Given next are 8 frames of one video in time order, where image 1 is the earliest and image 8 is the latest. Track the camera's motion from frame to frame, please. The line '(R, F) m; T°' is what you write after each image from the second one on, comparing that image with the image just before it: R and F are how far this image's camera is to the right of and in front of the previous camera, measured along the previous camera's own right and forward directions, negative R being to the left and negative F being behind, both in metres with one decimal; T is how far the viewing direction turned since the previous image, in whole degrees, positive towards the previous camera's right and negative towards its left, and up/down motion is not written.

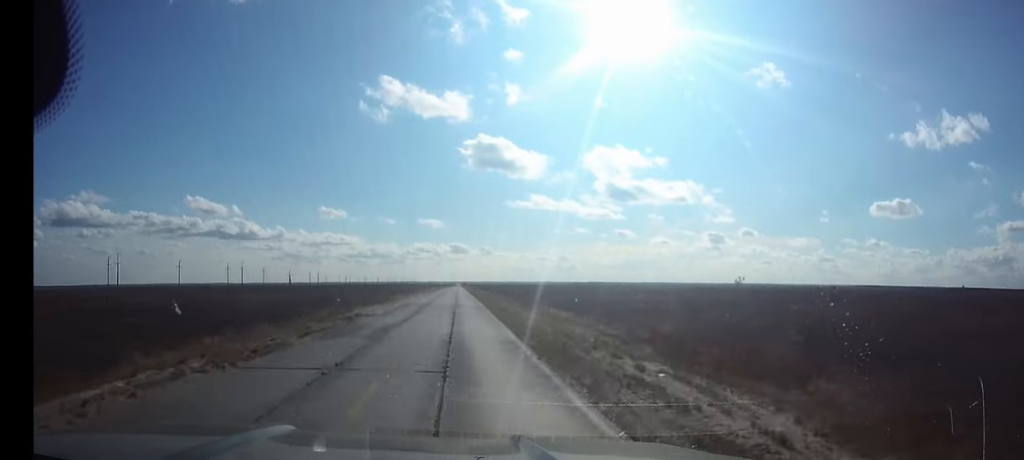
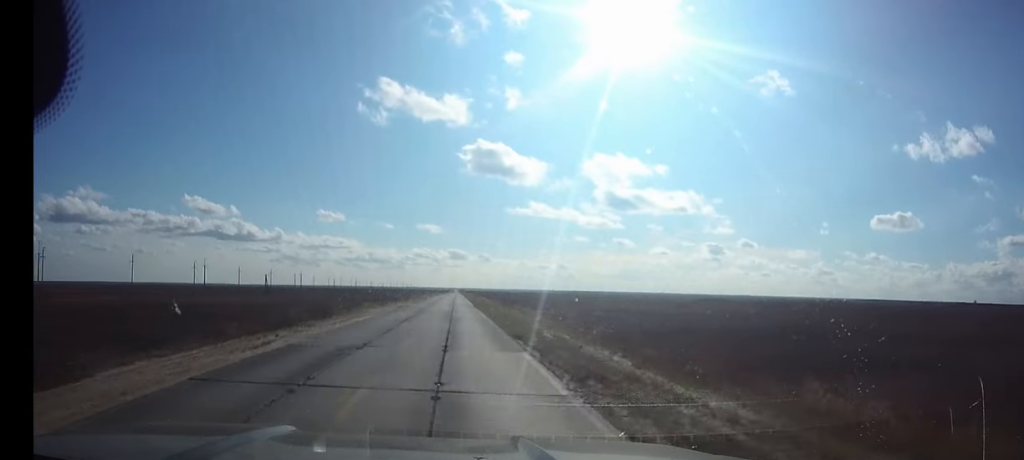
(0.0, +31.2) m; 0°
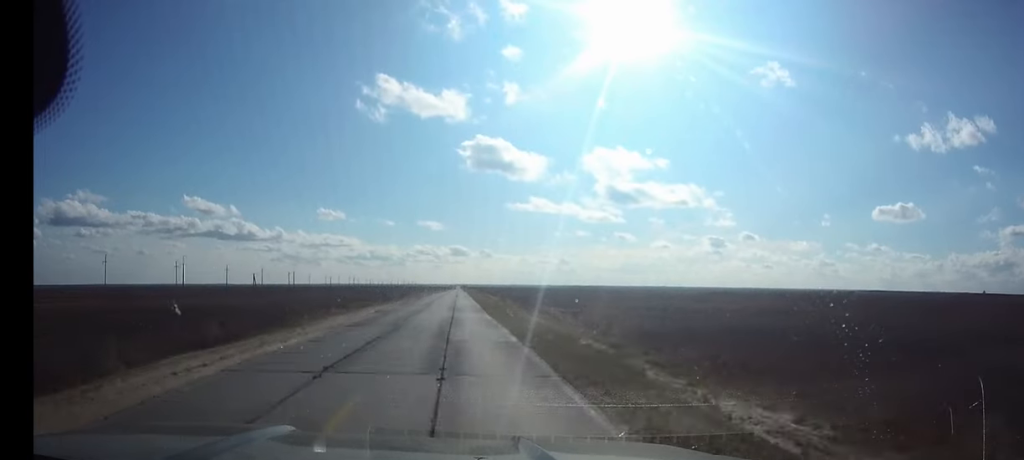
(0.0, +16.4) m; 0°
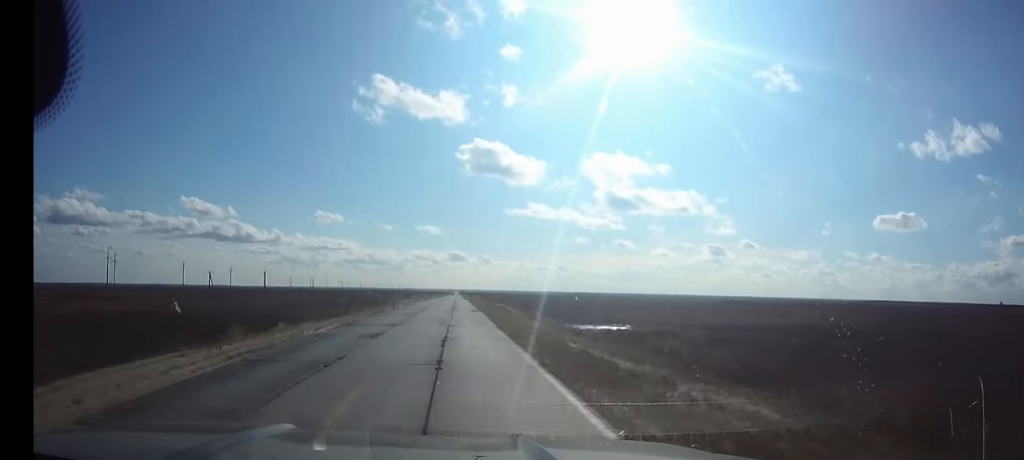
(0.0, +39.1) m; 0°
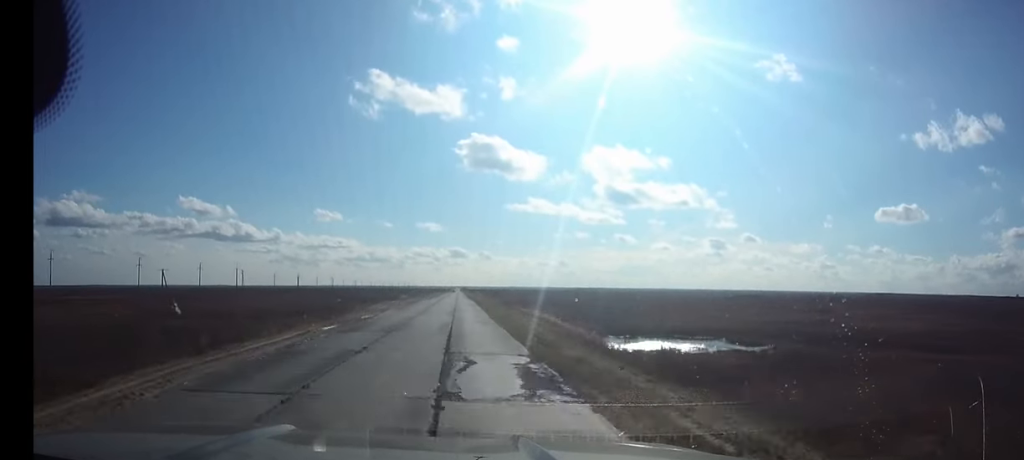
(0.0, +32.5) m; 0°
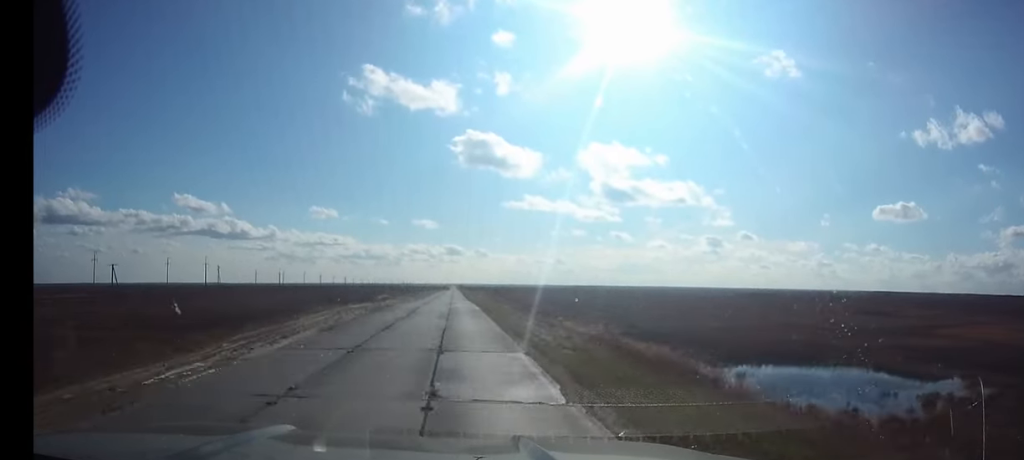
(0.0, +24.9) m; 0°
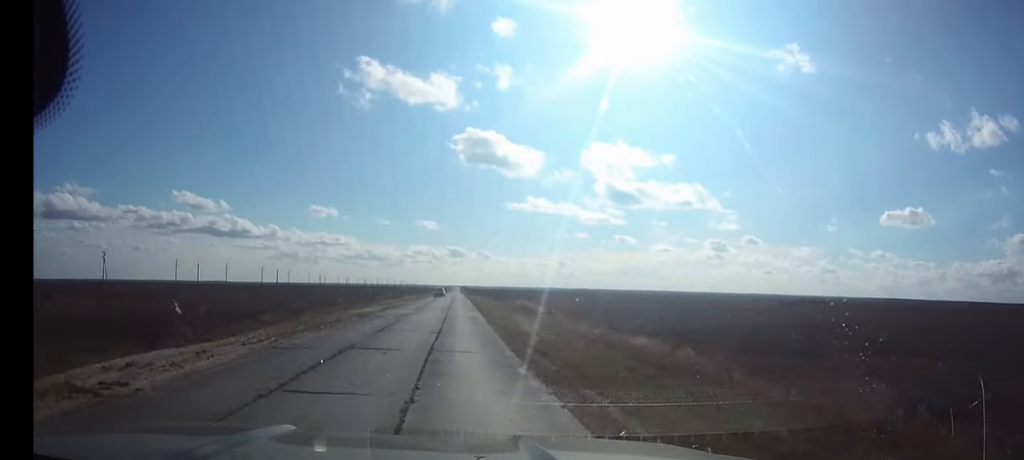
(0.0, +89.7) m; 0°
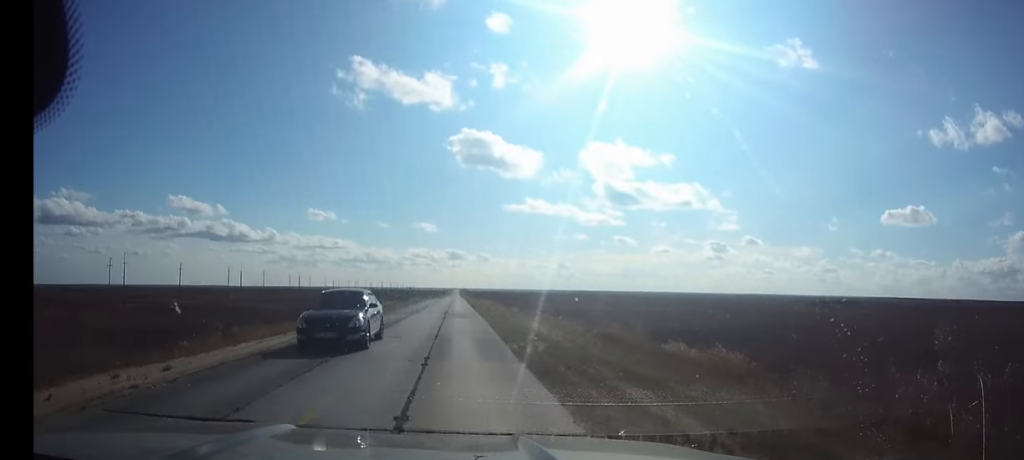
(-0.1, +46.4) m; 0°
